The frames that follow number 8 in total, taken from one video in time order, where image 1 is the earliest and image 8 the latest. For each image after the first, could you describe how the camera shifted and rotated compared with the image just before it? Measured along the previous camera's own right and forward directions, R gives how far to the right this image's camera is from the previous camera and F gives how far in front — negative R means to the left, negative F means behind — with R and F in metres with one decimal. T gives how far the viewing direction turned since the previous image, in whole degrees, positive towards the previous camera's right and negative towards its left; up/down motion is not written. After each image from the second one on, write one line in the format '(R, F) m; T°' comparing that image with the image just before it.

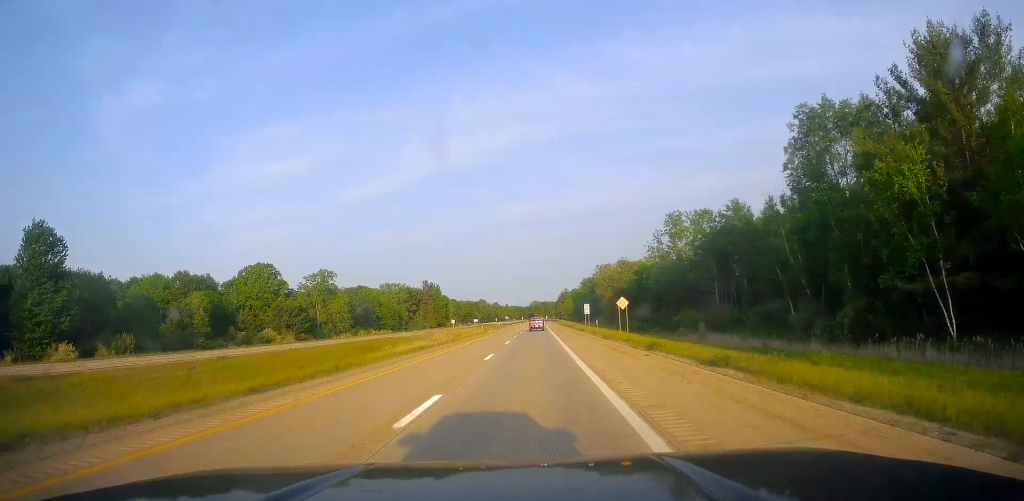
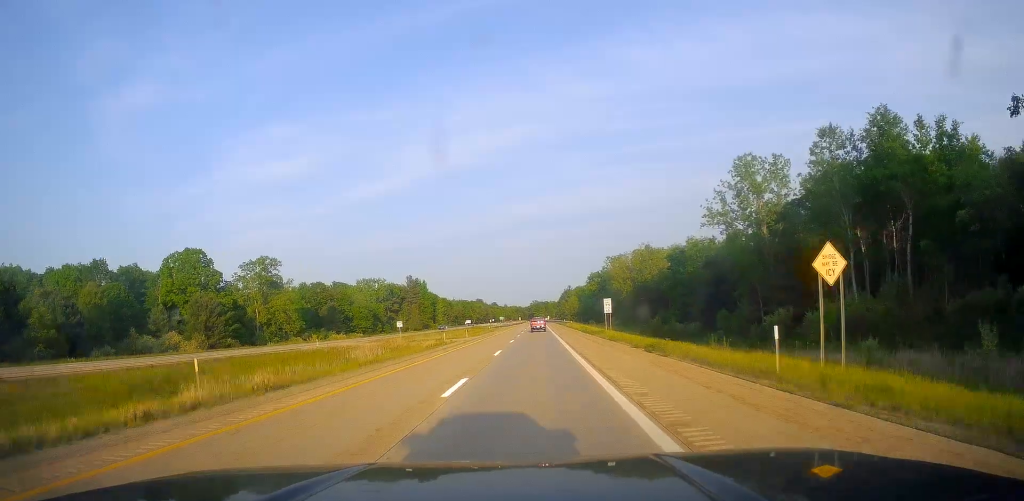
(-0.4, +42.1) m; 0°
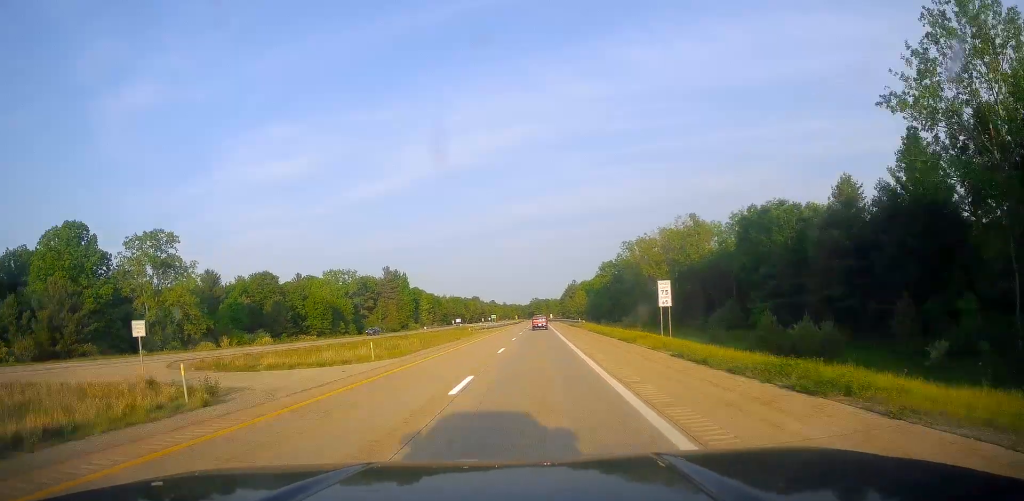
(+0.1, +45.6) m; 0°
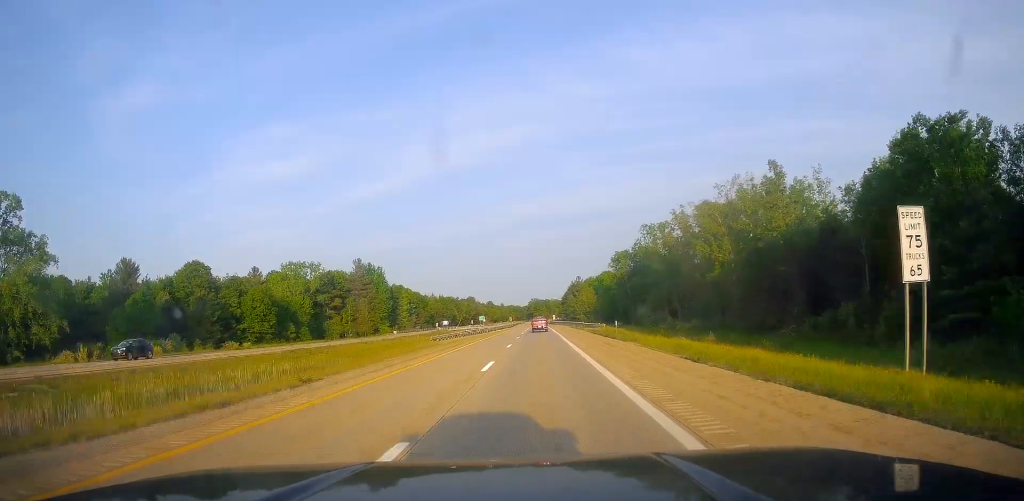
(-0.2, +39.7) m; 0°
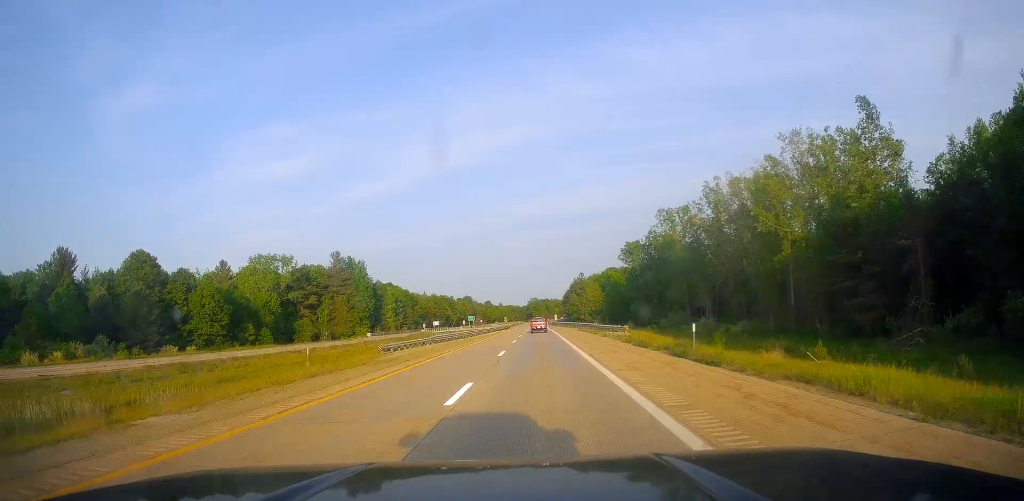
(-0.1, +22.8) m; +1°
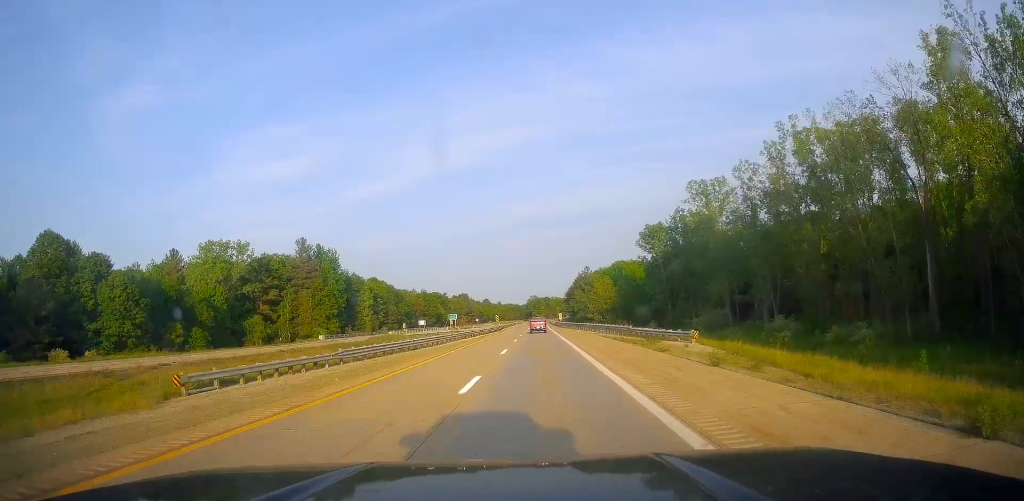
(+0.5, +28.8) m; 0°
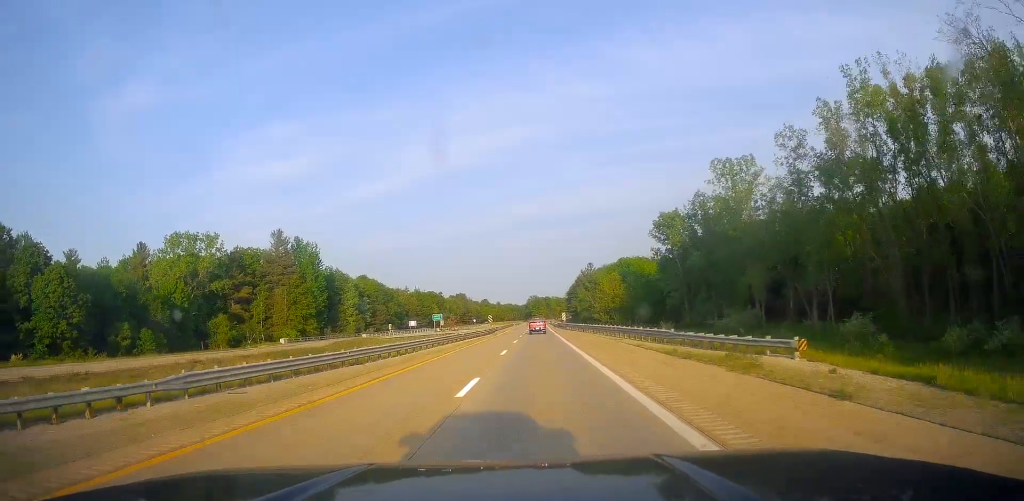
(0.0, +15.6) m; 0°
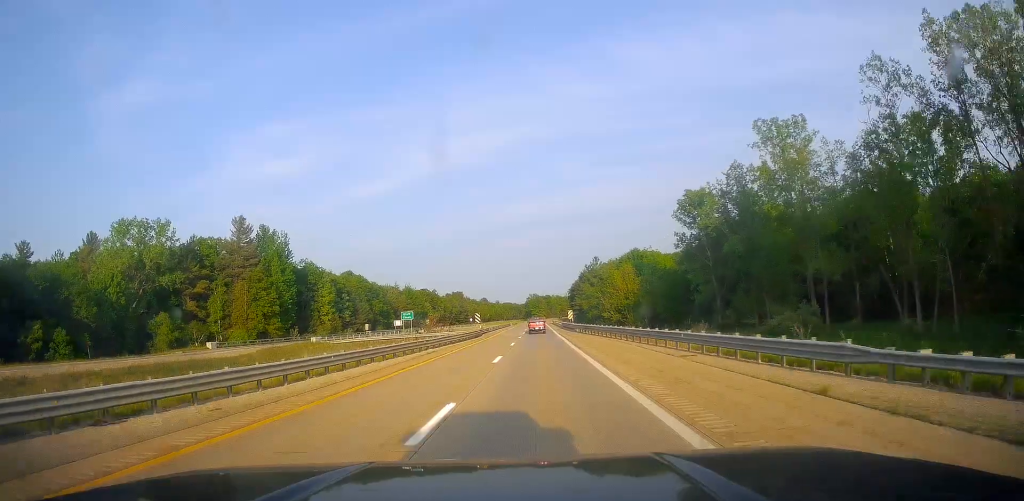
(-0.3, +20.4) m; 0°
